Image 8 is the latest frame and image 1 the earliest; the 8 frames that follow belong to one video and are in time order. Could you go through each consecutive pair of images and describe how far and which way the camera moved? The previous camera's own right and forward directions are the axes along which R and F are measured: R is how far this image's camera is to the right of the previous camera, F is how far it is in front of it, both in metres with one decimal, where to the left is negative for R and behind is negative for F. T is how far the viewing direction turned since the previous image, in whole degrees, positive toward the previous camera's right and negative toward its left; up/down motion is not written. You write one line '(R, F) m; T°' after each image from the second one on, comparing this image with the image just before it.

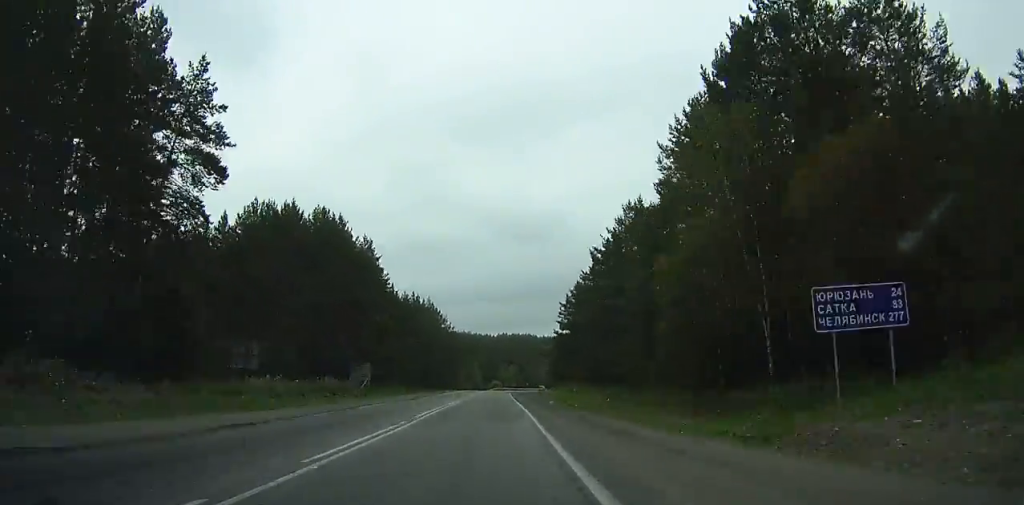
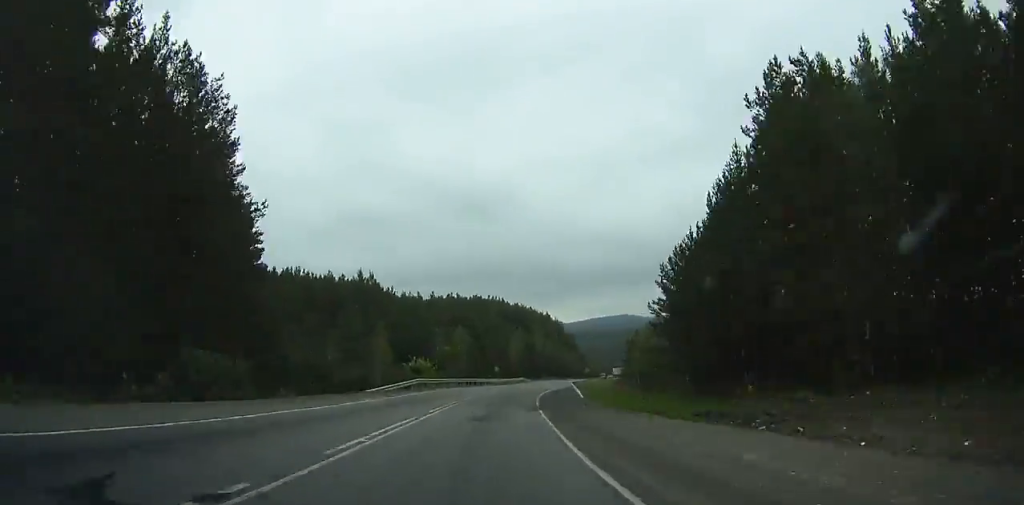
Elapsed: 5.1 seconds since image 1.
(+1.3, +114.7) m; +5°
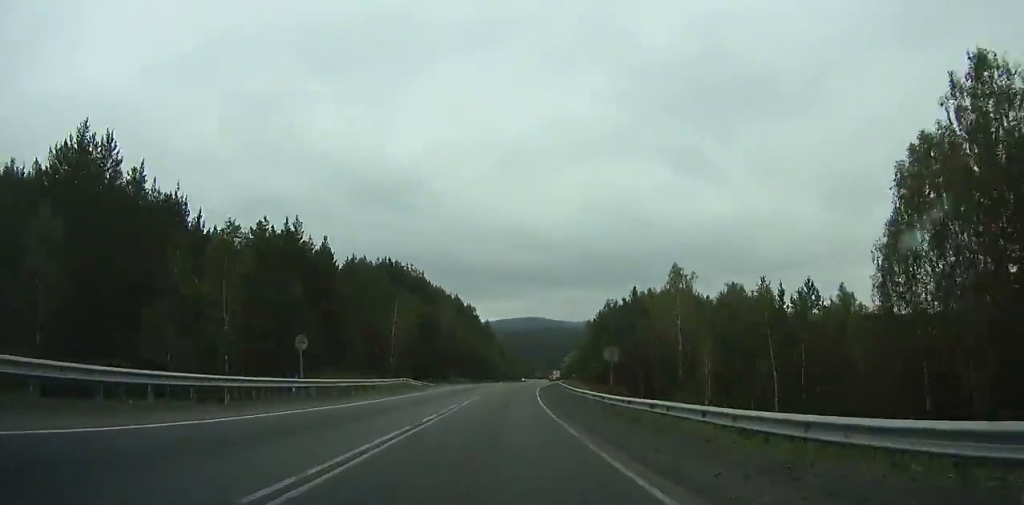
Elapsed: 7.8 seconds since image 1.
(+2.6, +61.2) m; +7°
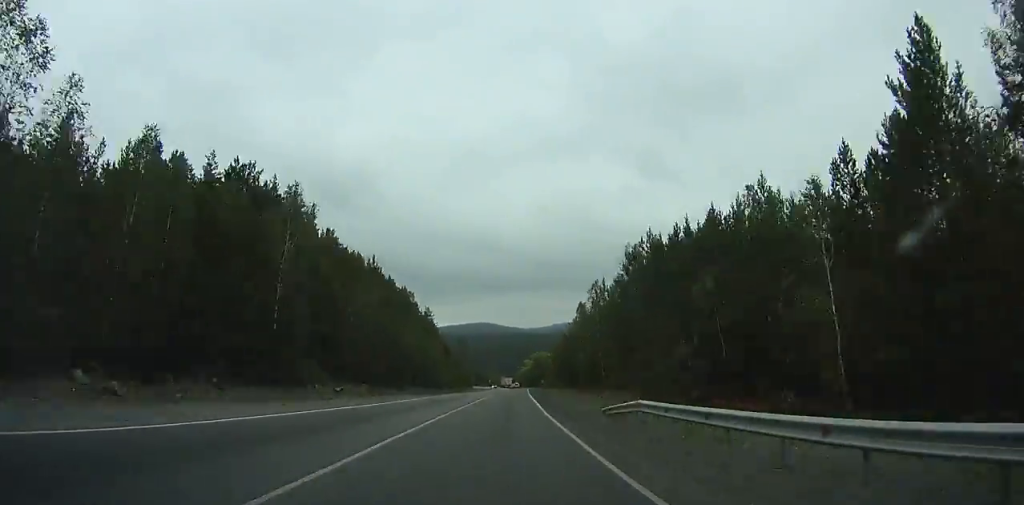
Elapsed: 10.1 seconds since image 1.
(+4.2, +53.0) m; +6°
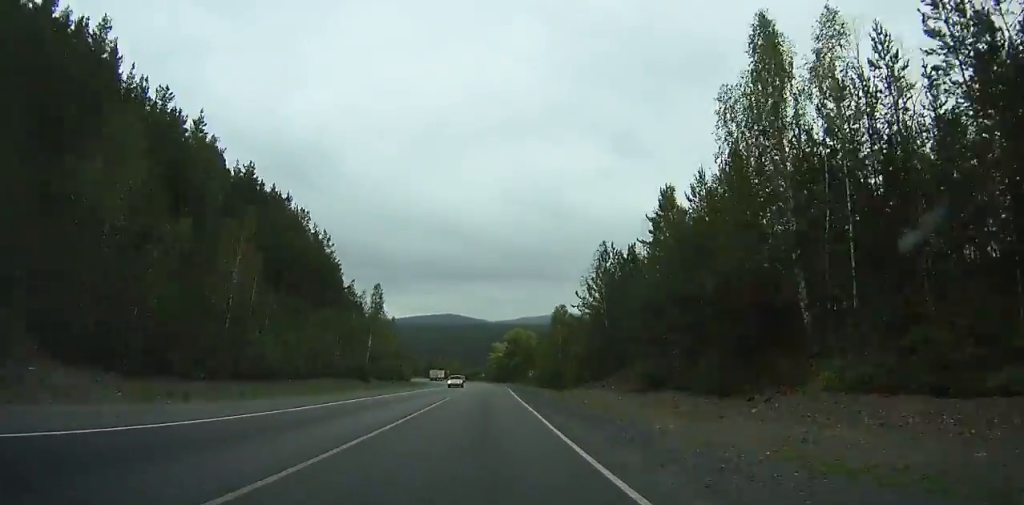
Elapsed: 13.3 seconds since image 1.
(+4.1, +75.1) m; +4°
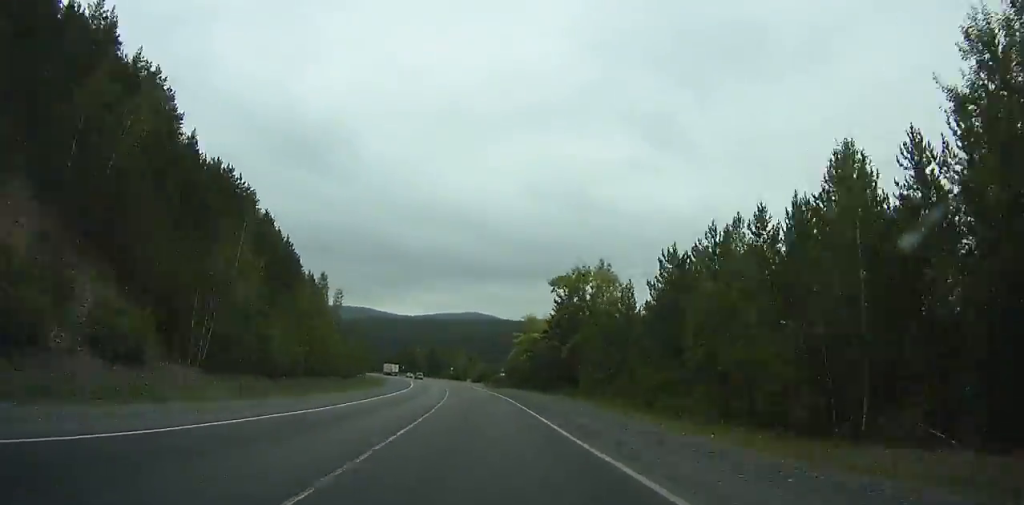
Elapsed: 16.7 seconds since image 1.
(+0.9, +81.4) m; -1°
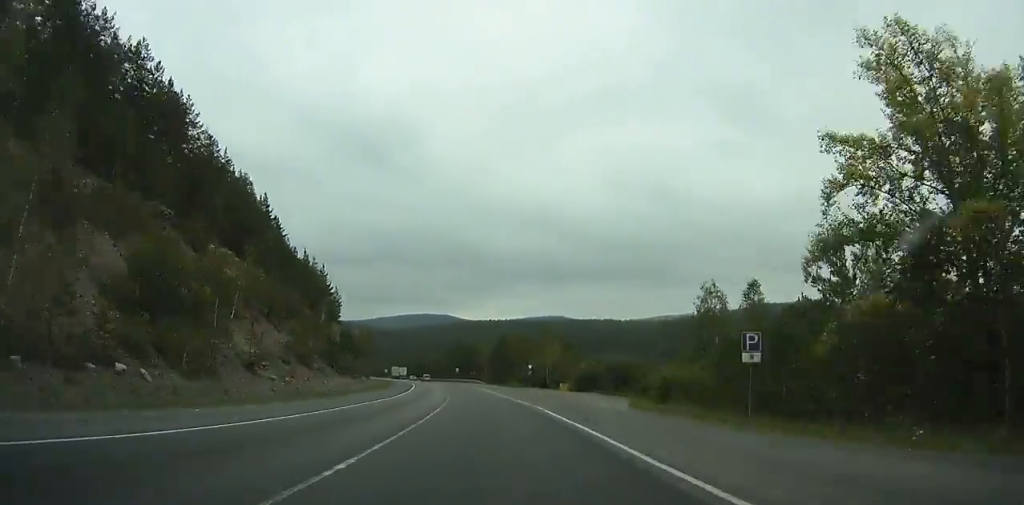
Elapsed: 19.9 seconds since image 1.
(-4.1, +77.4) m; -10°
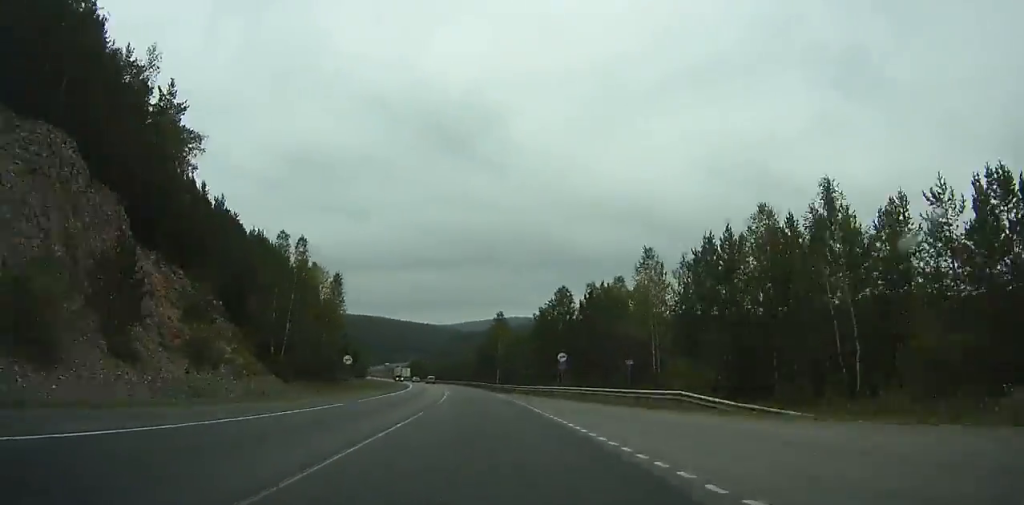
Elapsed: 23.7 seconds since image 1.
(-10.8, +92.2) m; -7°
